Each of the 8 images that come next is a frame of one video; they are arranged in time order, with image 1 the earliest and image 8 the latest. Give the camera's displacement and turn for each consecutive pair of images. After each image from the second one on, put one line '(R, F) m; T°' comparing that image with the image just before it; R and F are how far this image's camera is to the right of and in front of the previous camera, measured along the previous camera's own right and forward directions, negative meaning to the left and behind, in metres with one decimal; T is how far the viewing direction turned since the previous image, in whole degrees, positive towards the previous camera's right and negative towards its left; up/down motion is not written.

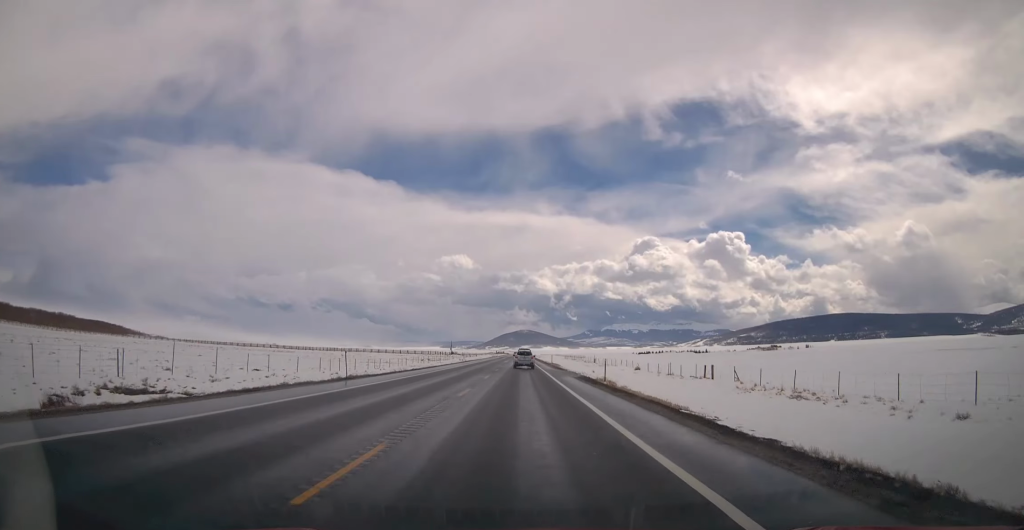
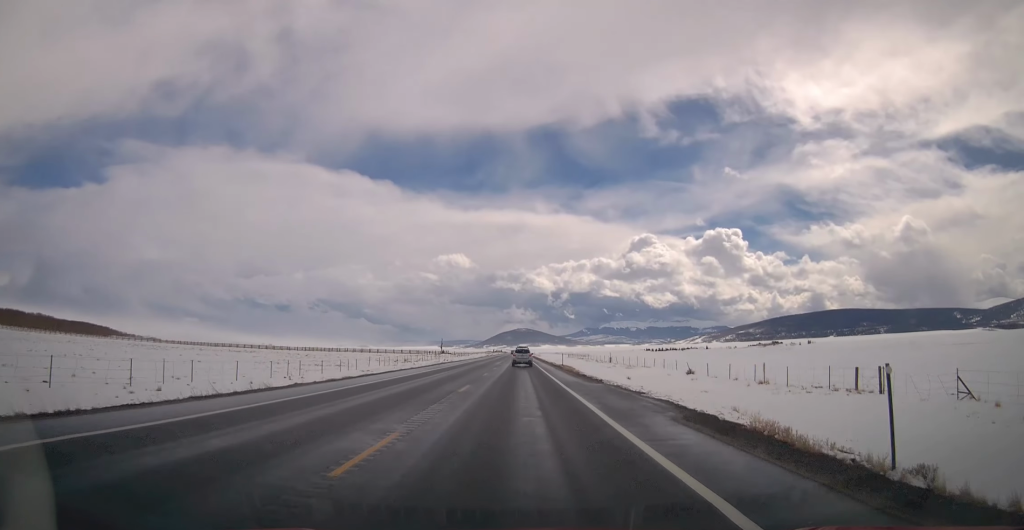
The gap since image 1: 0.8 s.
(-0.3, +23.0) m; 0°
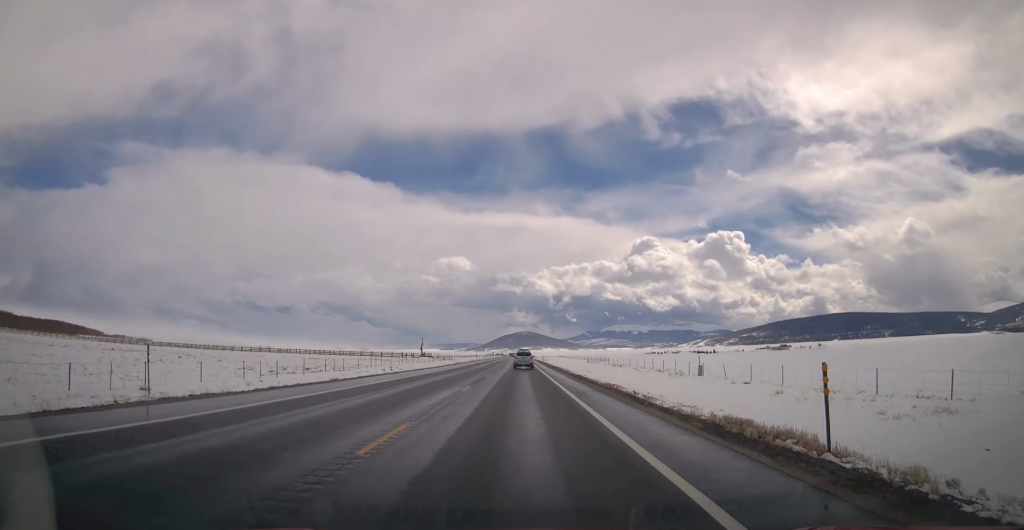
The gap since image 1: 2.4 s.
(-0.1, +48.1) m; 0°
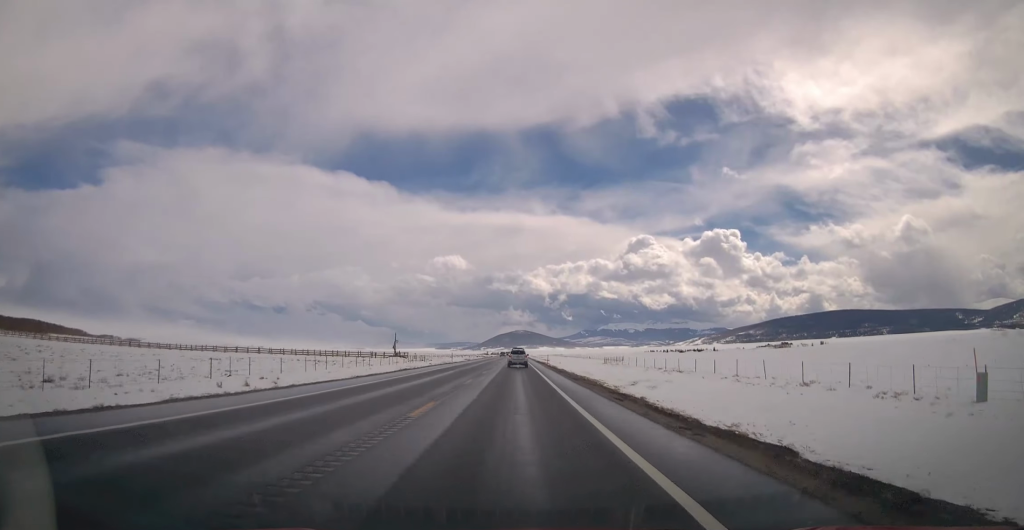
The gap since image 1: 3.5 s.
(+0.5, +31.7) m; +1°
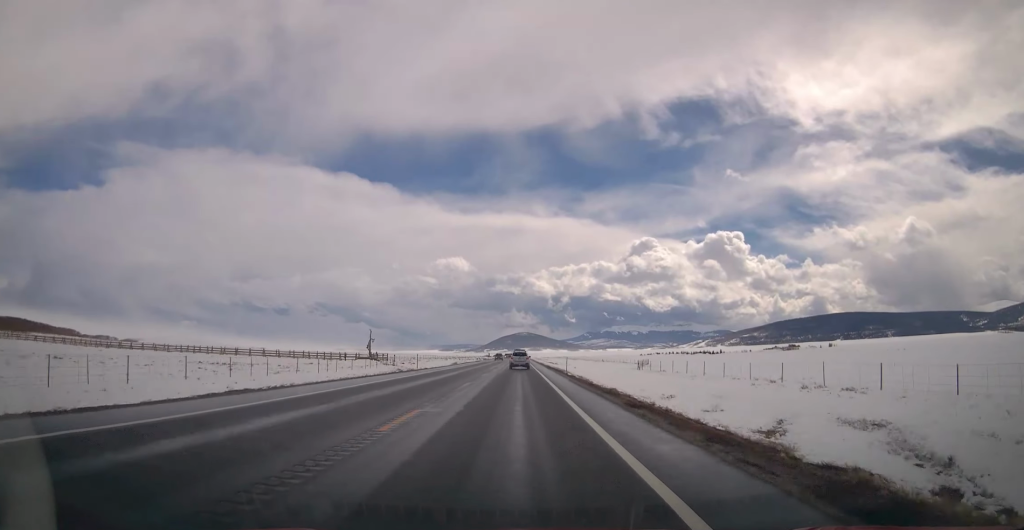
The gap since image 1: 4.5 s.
(+0.1, +28.2) m; -1°
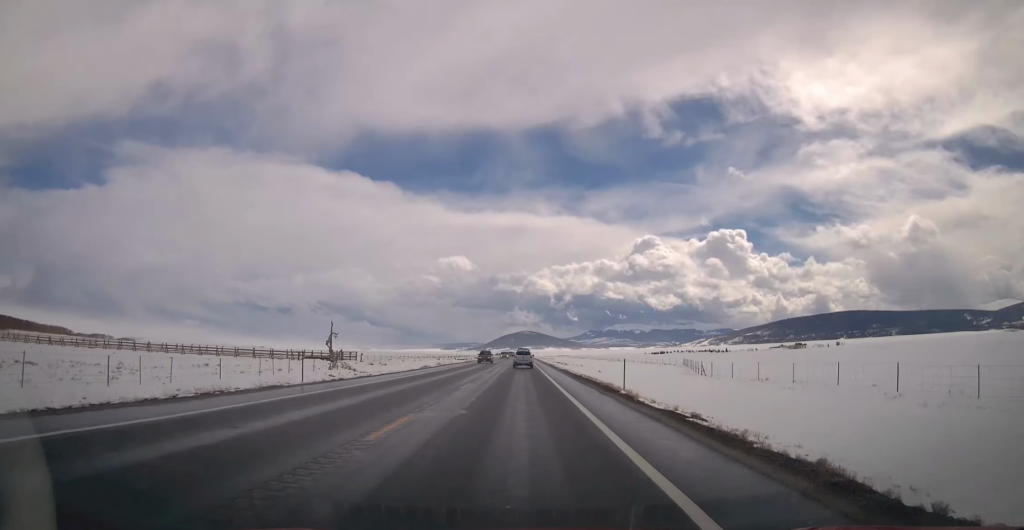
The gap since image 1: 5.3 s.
(-0.5, +25.1) m; 0°
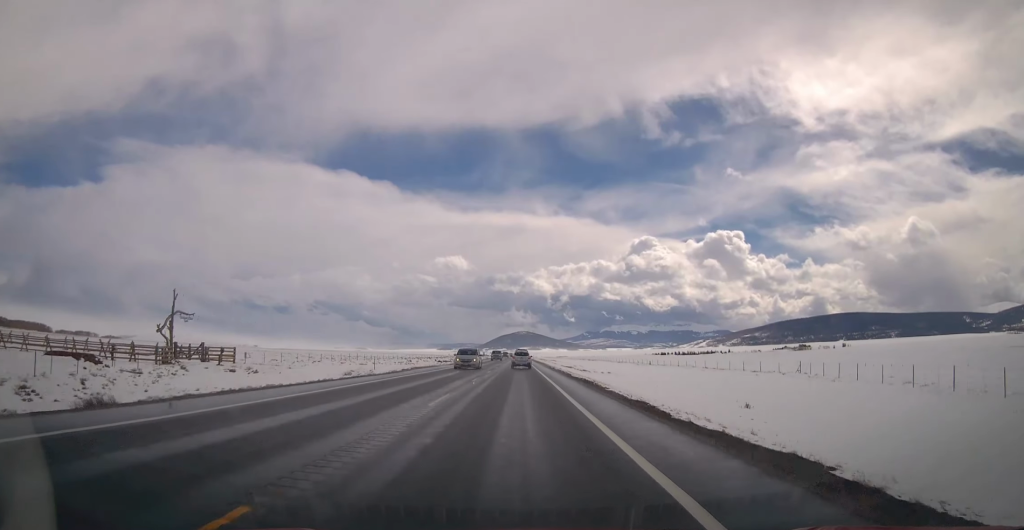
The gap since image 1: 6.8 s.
(+0.7, +43.0) m; +1°
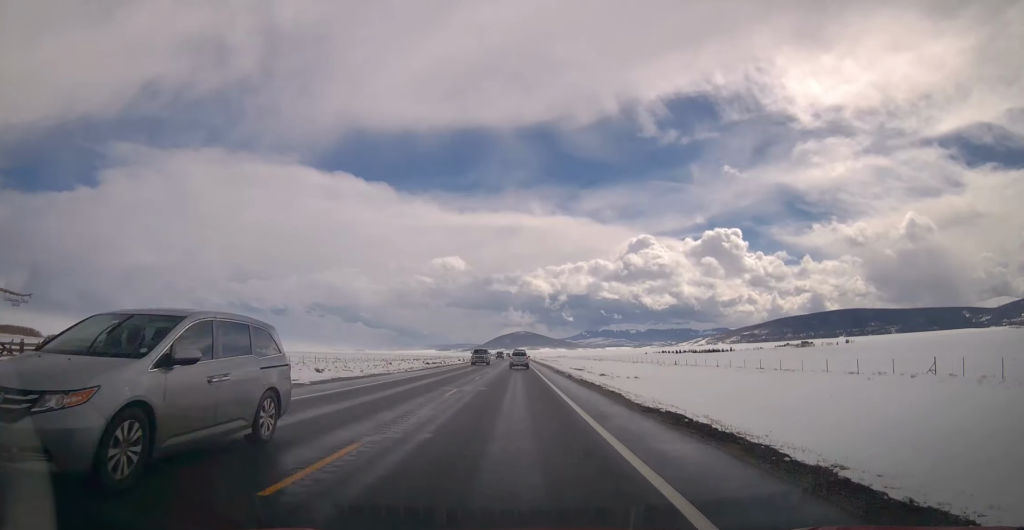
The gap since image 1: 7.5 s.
(+0.1, +21.6) m; -1°
